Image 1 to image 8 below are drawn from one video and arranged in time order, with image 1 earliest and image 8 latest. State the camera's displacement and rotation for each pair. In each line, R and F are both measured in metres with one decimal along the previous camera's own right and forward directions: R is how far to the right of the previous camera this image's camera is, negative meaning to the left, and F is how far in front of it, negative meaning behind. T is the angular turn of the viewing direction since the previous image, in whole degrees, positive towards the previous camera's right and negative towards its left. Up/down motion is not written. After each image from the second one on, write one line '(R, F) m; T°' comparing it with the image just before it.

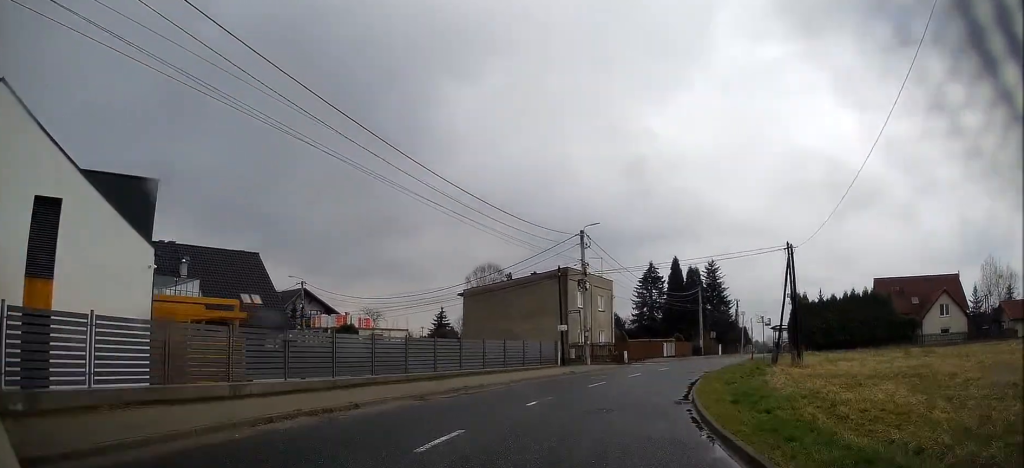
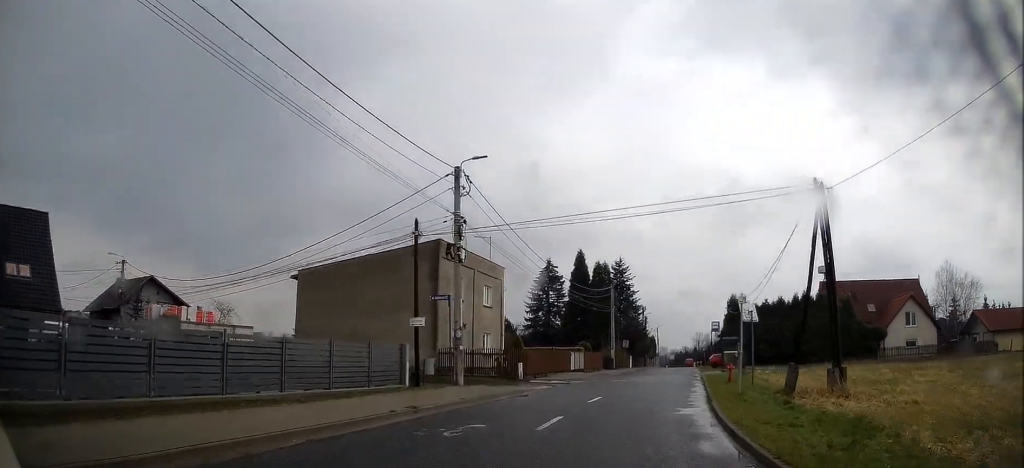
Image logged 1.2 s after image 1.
(+1.4, +14.8) m; +9°
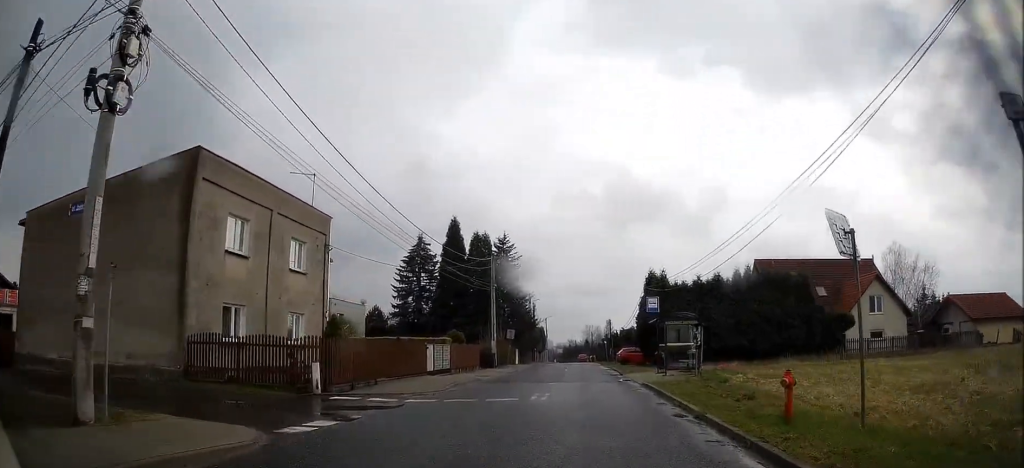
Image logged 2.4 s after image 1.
(+1.2, +14.6) m; +10°
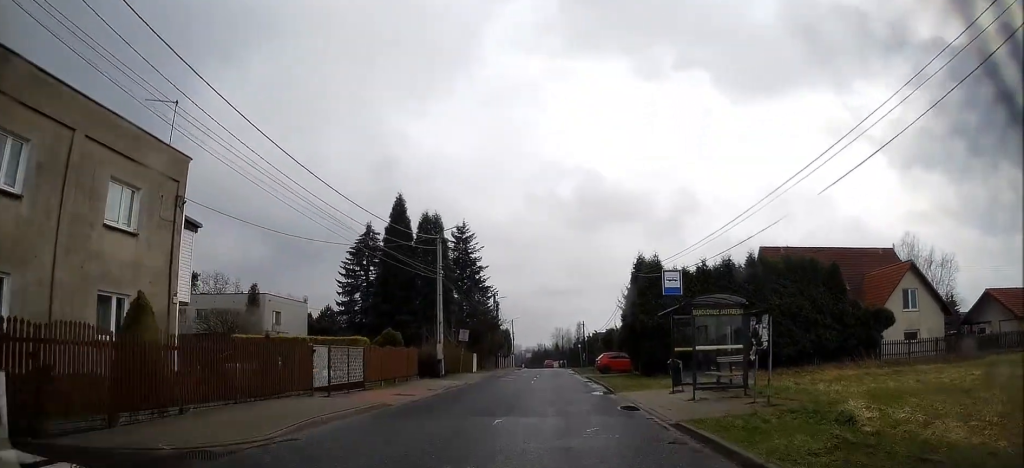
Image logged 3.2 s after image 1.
(+0.7, +10.2) m; +6°
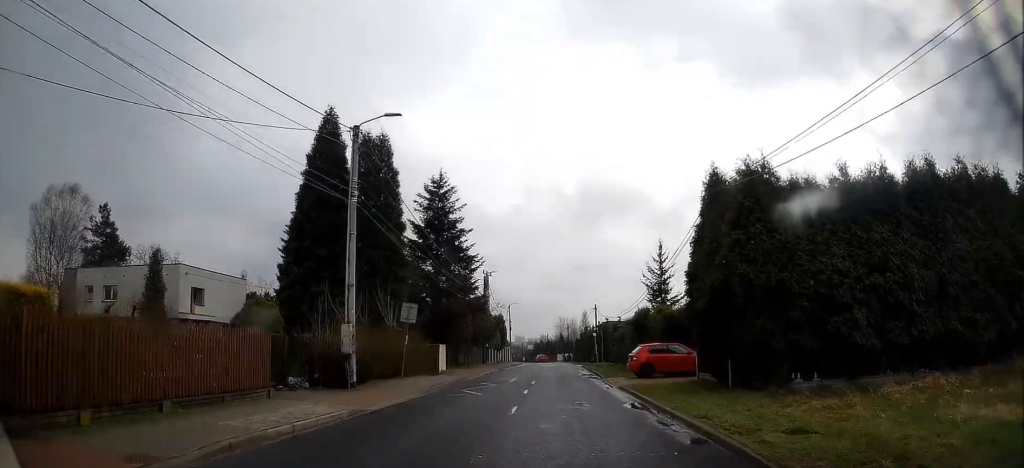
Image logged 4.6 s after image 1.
(+0.8, +16.8) m; +3°
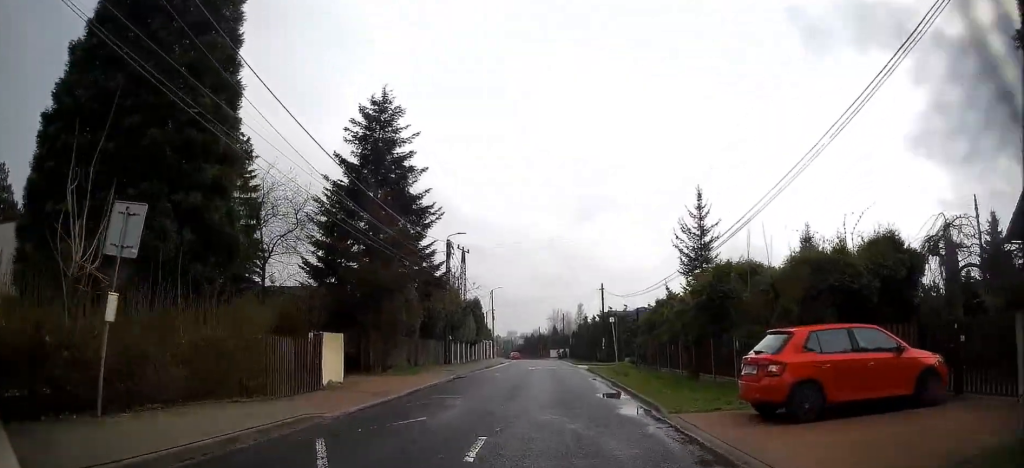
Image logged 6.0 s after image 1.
(+0.2, +17.1) m; +1°
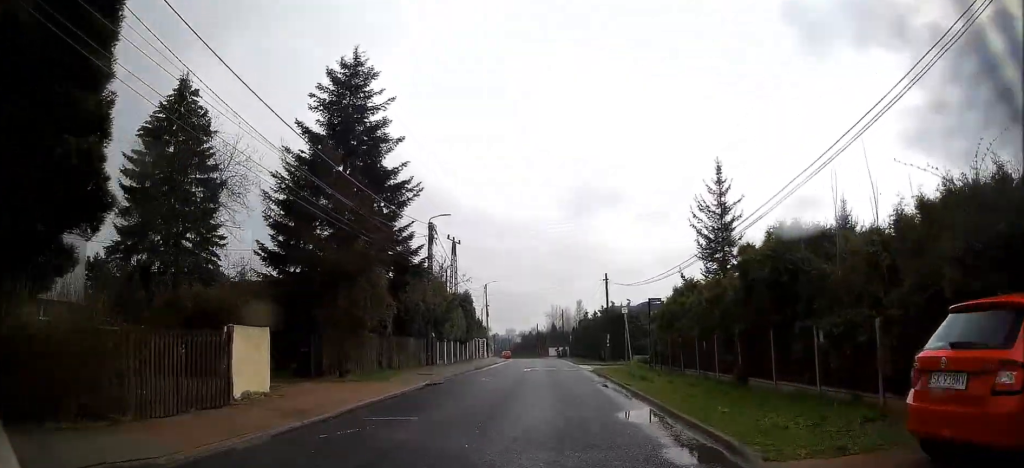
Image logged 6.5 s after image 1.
(0.0, +5.3) m; 0°
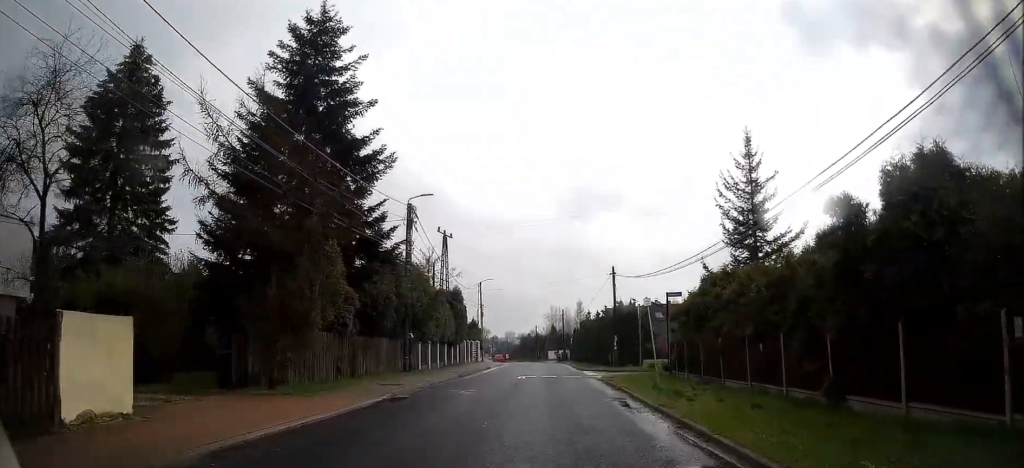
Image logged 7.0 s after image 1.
(0.0, +5.6) m; 0°
